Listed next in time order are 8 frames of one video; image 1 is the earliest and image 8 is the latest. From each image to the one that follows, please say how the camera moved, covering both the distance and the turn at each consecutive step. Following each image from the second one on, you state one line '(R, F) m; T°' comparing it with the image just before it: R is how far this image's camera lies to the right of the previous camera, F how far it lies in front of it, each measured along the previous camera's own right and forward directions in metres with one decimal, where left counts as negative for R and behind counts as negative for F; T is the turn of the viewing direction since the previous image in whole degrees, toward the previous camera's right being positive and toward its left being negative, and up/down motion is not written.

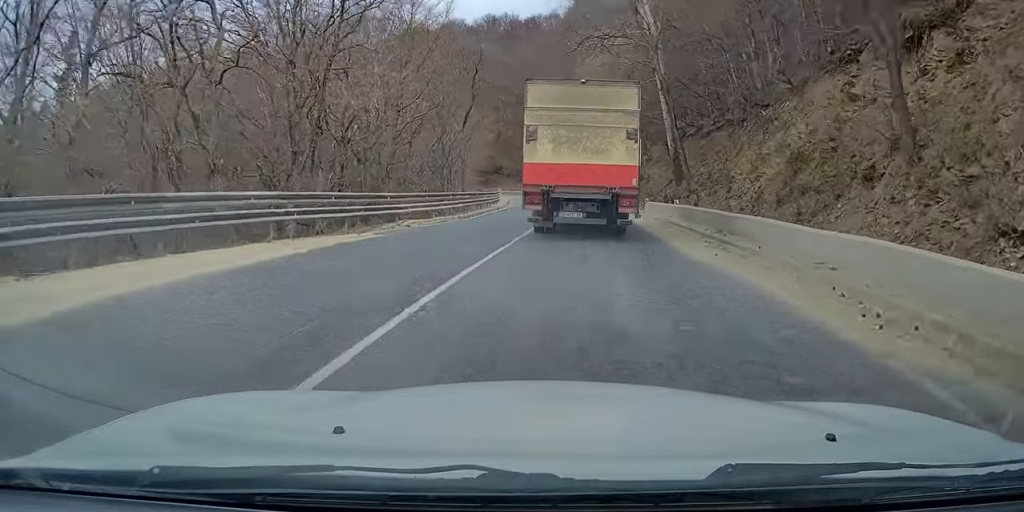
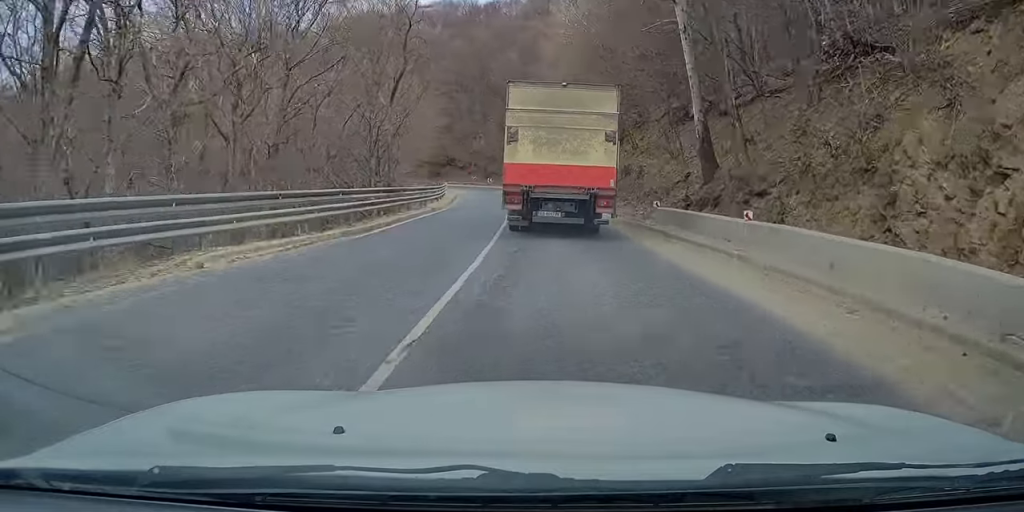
(+0.3, +11.0) m; +2°
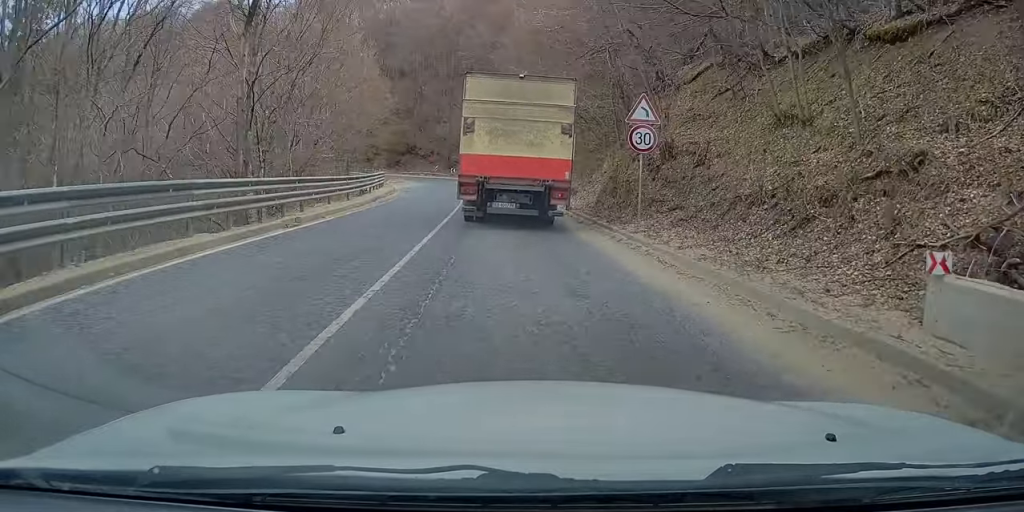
(+0.2, +13.8) m; 0°
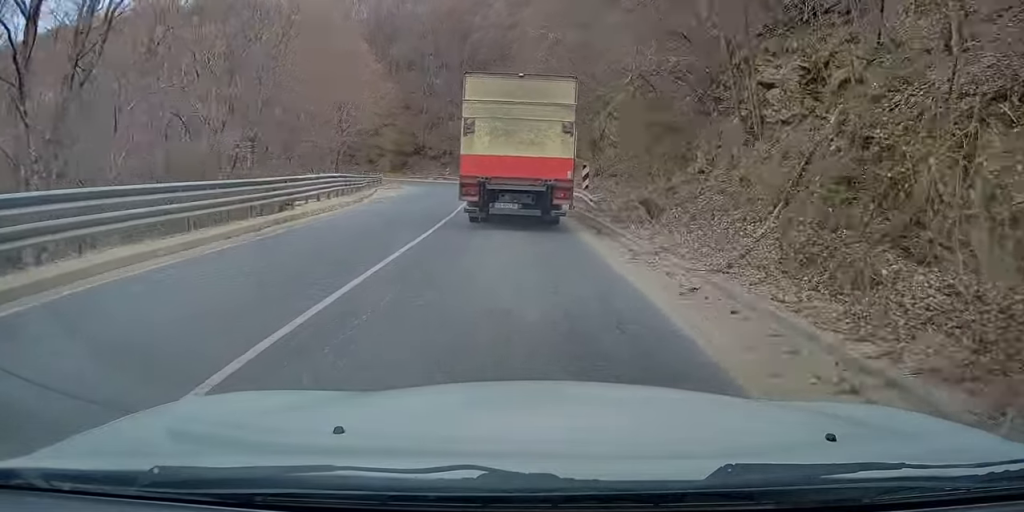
(-0.2, +13.4) m; -2°
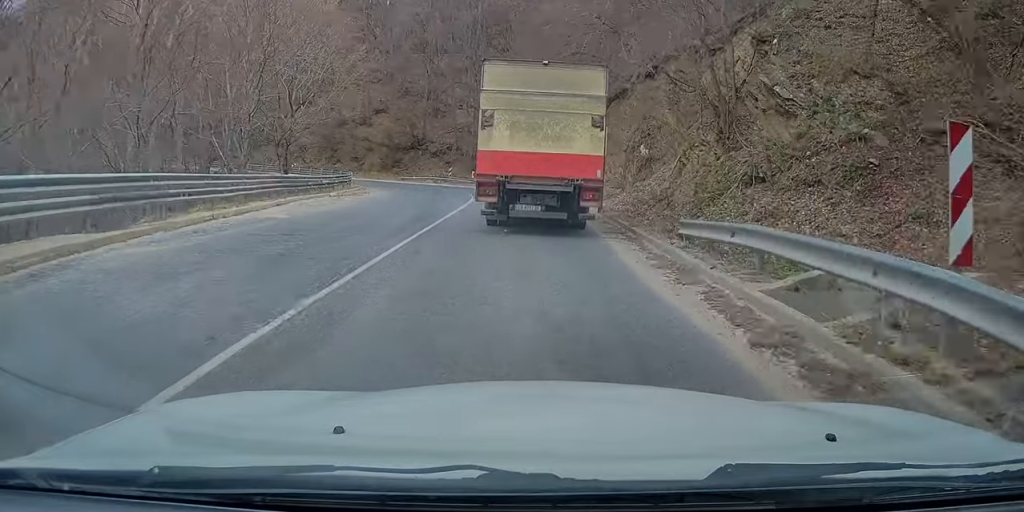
(-0.8, +20.0) m; -3°
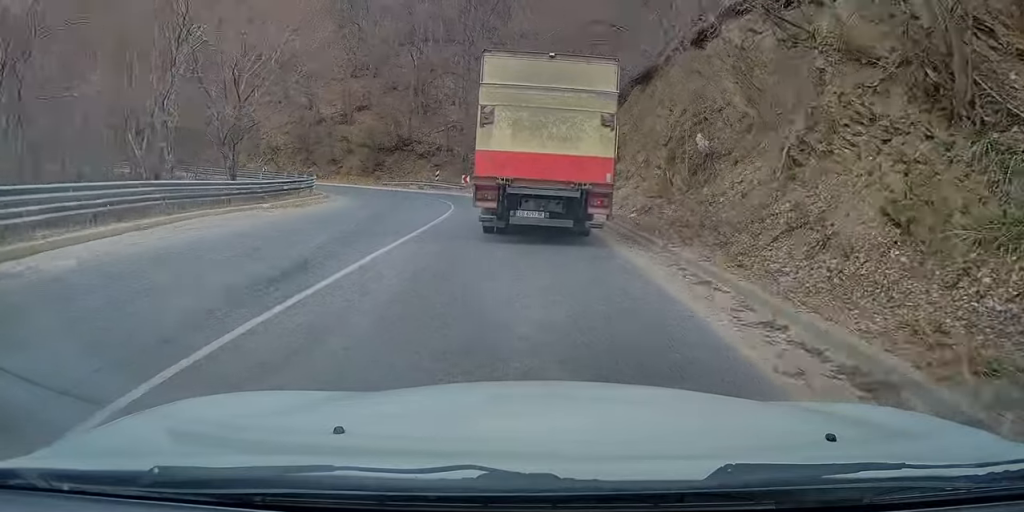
(0.0, +9.0) m; 0°
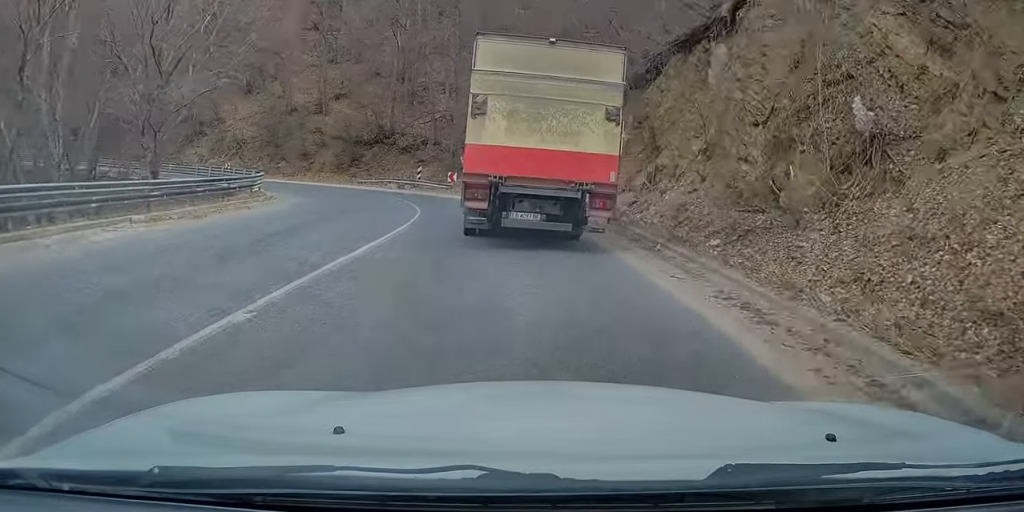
(+0.1, +9.4) m; 0°
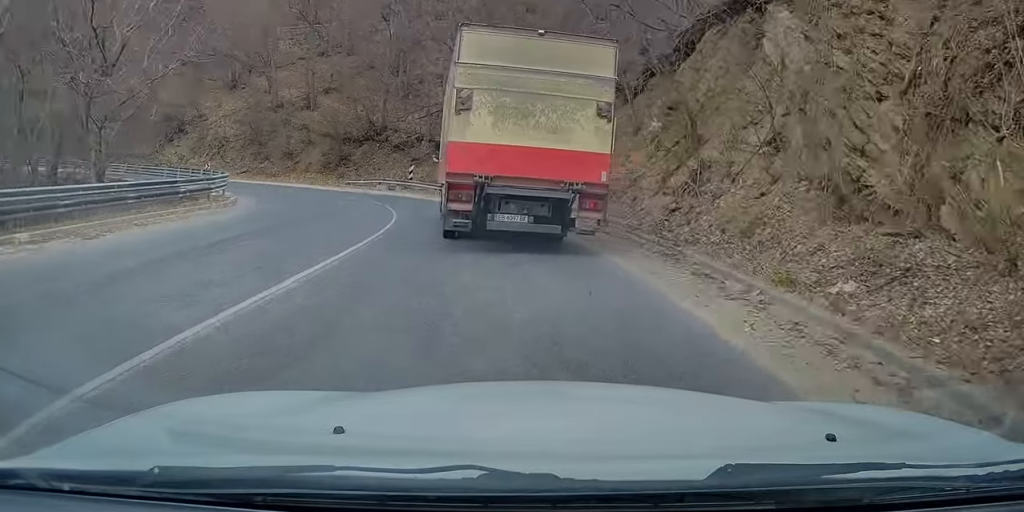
(+0.1, +5.2) m; -1°
